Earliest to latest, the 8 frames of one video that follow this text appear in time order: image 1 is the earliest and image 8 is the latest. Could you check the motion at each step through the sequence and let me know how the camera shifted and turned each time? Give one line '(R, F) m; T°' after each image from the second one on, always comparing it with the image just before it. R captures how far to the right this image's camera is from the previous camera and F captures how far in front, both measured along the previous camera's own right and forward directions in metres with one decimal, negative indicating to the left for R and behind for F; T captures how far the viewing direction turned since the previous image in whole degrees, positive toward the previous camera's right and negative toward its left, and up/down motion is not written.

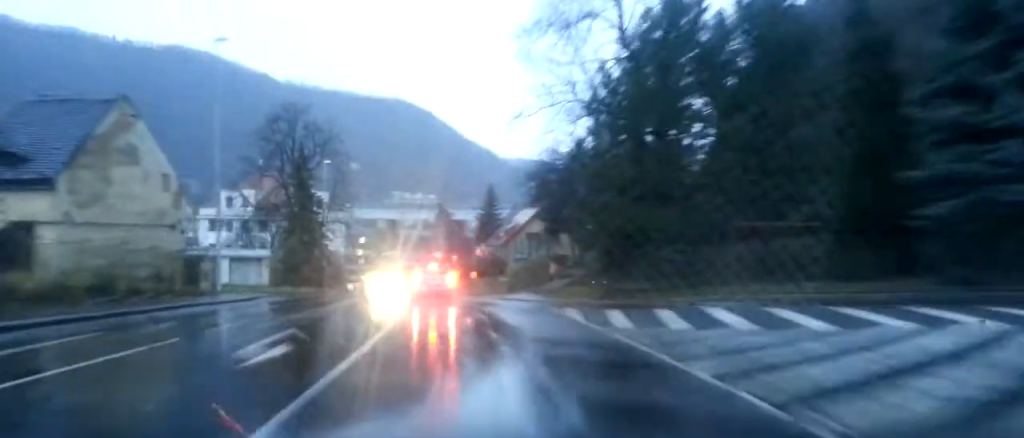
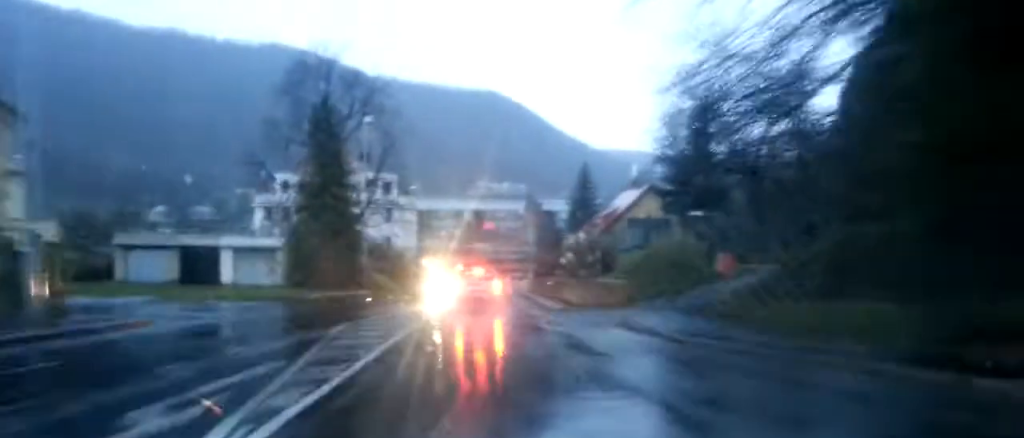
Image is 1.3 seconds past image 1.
(+0.2, +18.6) m; -1°
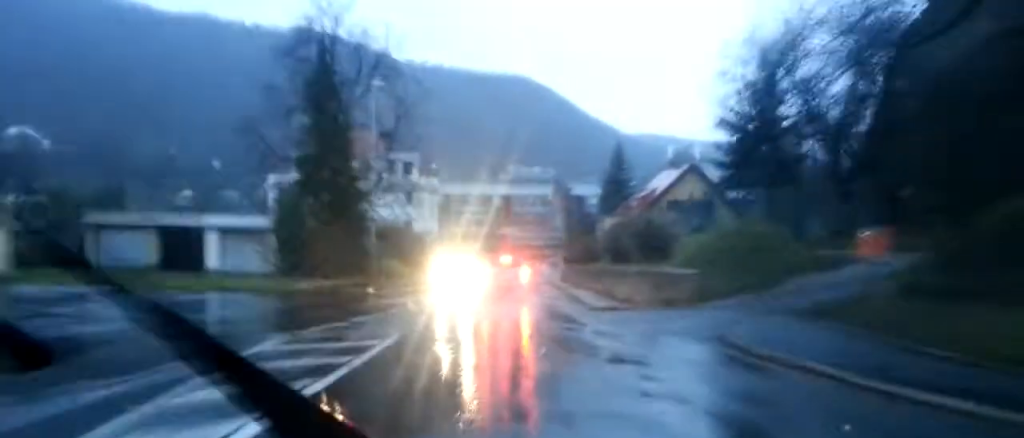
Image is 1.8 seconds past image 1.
(+0.1, +6.4) m; -1°
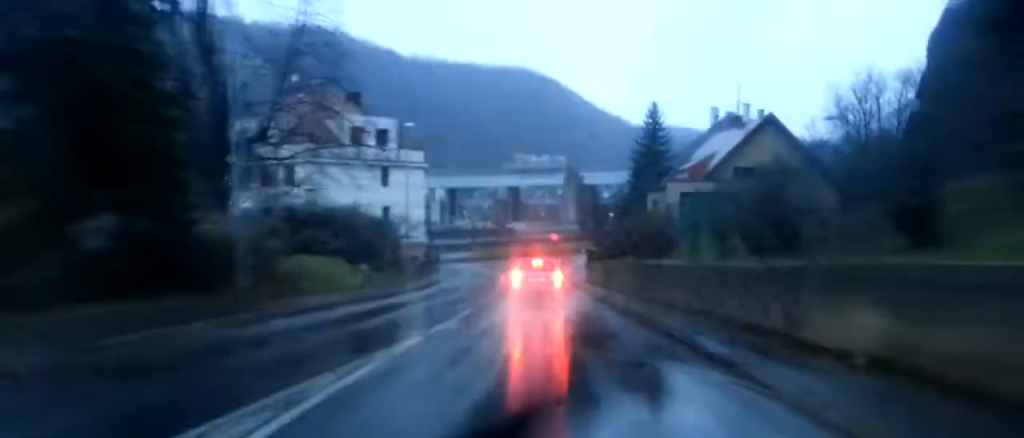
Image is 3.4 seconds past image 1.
(-0.9, +22.8) m; -3°
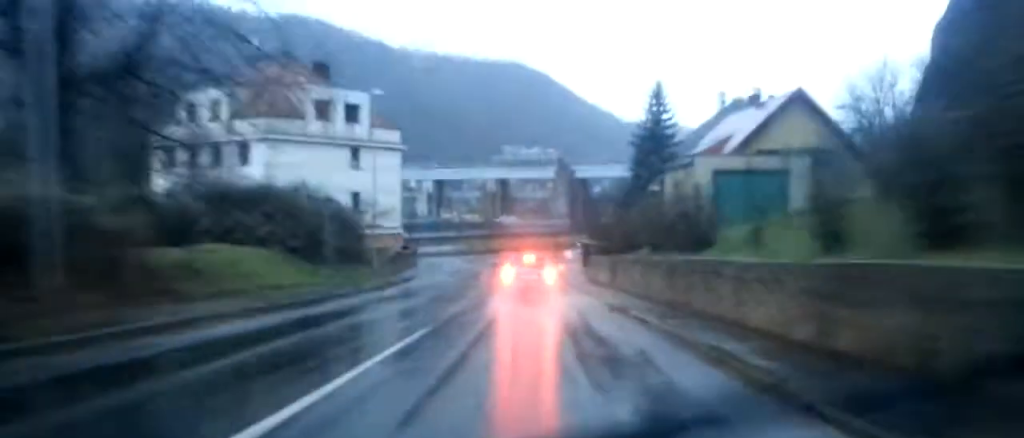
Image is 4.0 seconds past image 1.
(0.0, +8.8) m; 0°
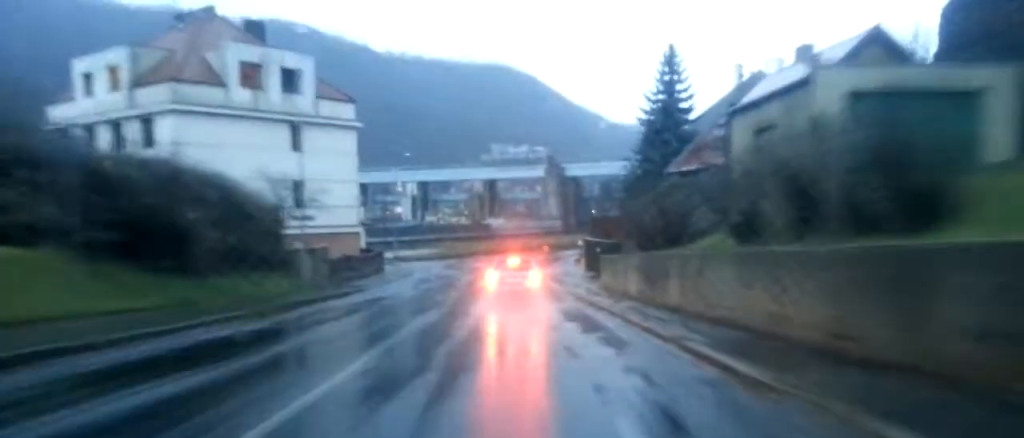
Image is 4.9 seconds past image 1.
(0.0, +13.7) m; -1°
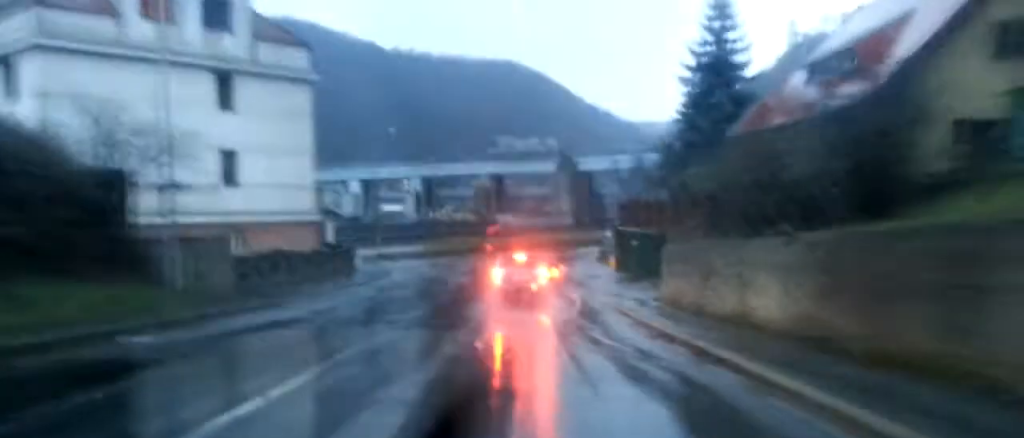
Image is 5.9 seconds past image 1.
(-0.2, +13.8) m; -2°
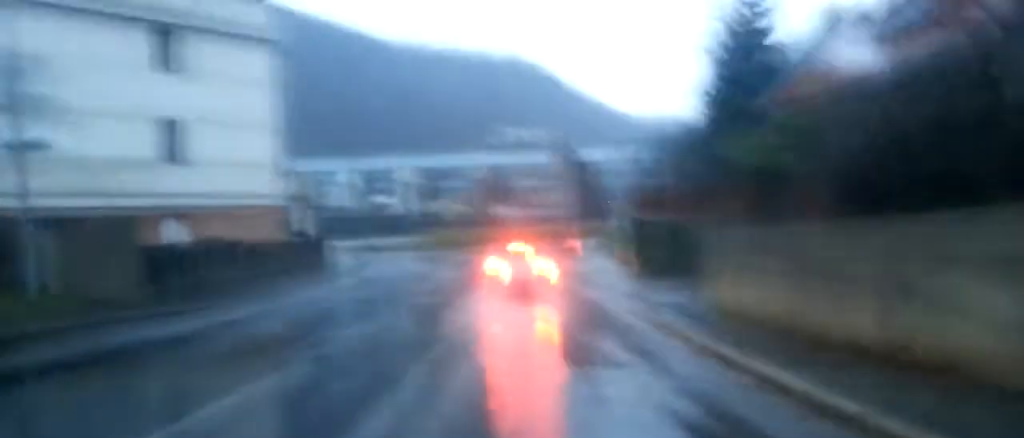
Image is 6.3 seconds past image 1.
(-0.1, +5.9) m; -1°
